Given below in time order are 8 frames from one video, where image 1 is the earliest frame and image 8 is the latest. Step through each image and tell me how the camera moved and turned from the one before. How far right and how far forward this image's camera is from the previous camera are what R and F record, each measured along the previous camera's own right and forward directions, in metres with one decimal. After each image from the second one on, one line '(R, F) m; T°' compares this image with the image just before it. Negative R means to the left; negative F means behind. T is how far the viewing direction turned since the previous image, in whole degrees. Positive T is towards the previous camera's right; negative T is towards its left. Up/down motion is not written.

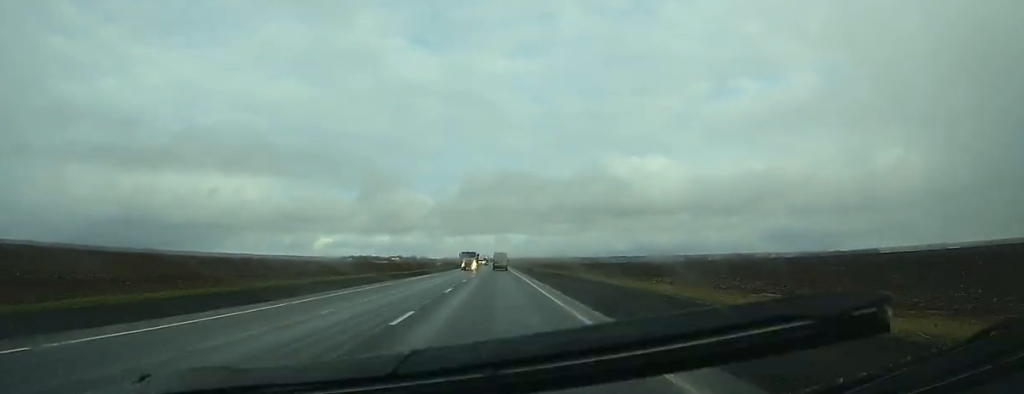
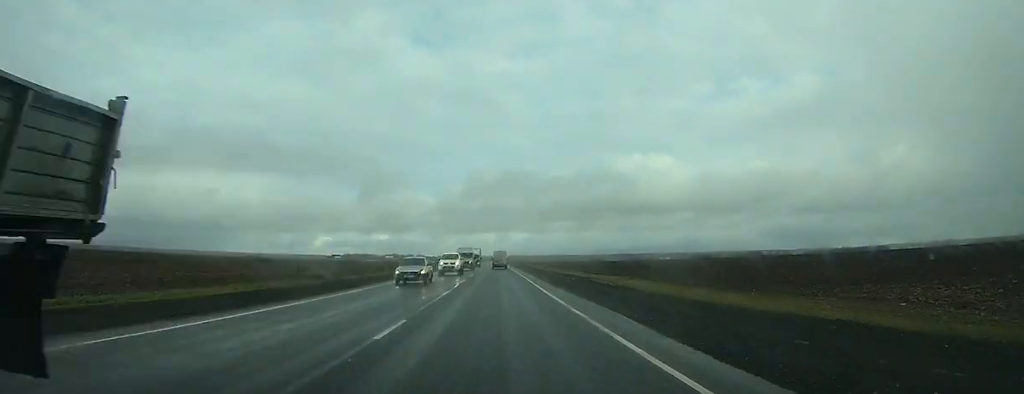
(0.0, +48.3) m; 0°
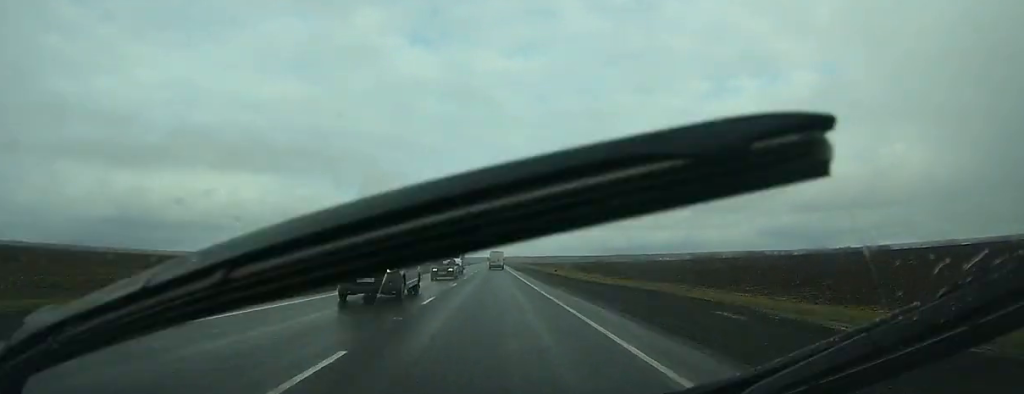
(0.0, +27.1) m; 0°
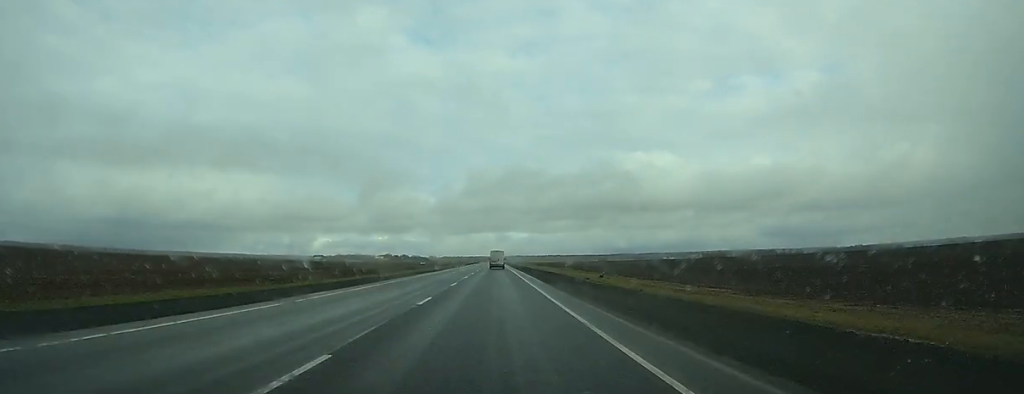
(-0.2, +47.4) m; -1°
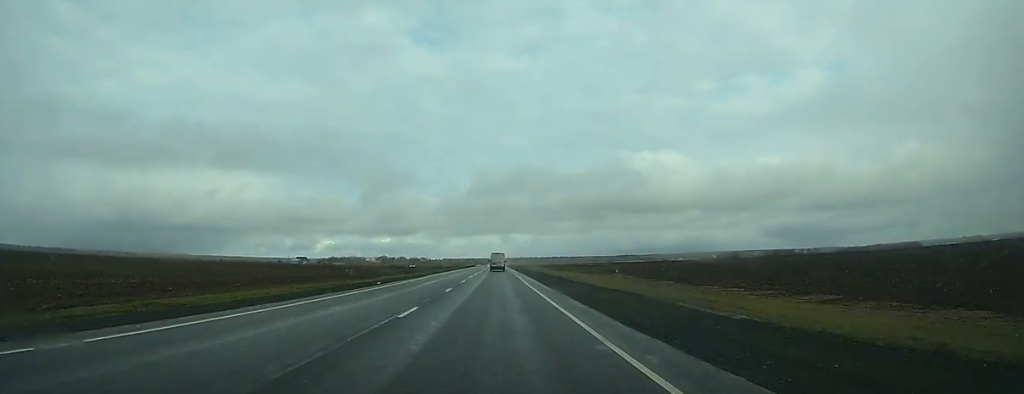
(-0.3, +78.9) m; 0°
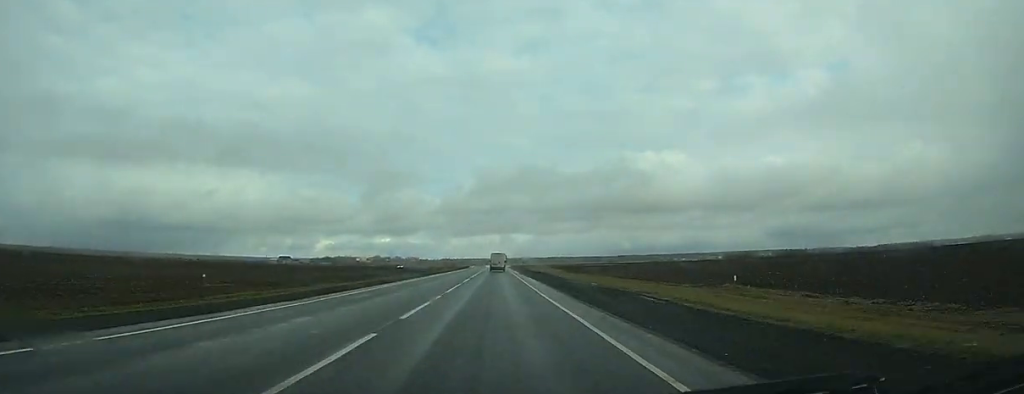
(+0.1, +55.2) m; 0°
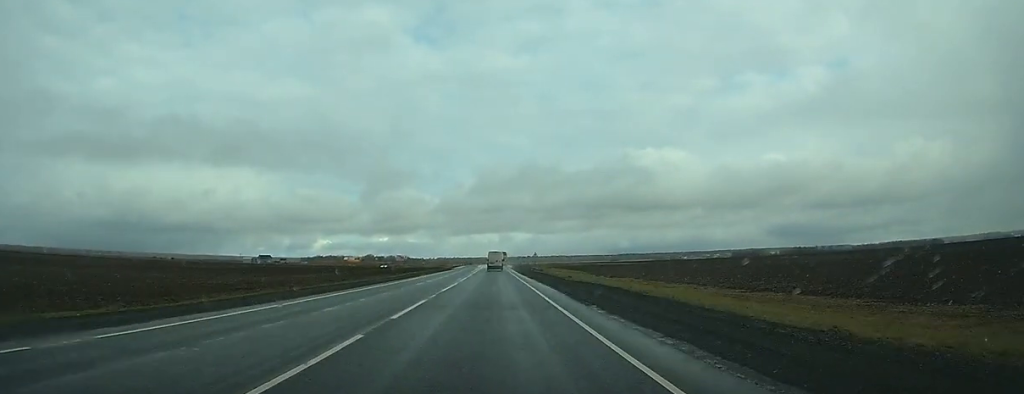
(0.0, +46.8) m; 0°
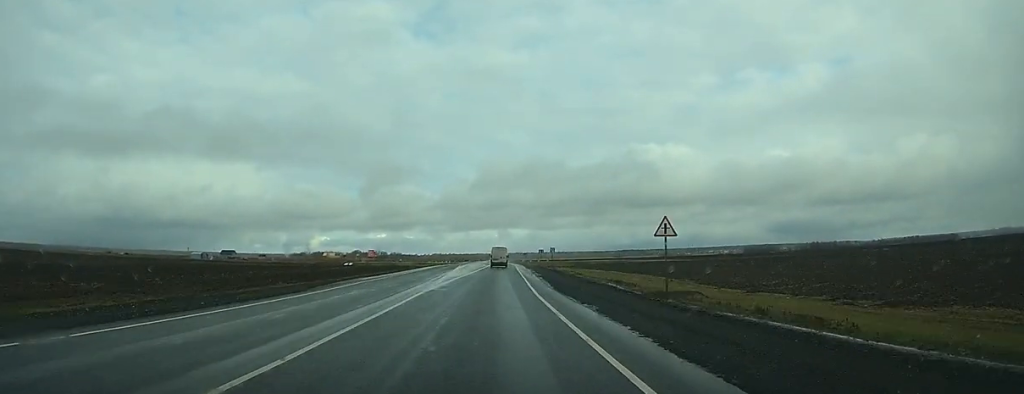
(+0.4, +73.9) m; 0°
